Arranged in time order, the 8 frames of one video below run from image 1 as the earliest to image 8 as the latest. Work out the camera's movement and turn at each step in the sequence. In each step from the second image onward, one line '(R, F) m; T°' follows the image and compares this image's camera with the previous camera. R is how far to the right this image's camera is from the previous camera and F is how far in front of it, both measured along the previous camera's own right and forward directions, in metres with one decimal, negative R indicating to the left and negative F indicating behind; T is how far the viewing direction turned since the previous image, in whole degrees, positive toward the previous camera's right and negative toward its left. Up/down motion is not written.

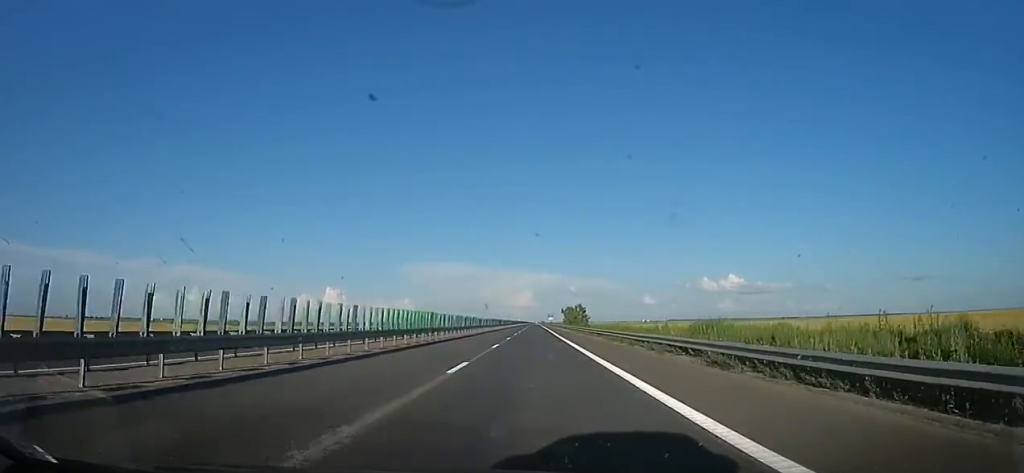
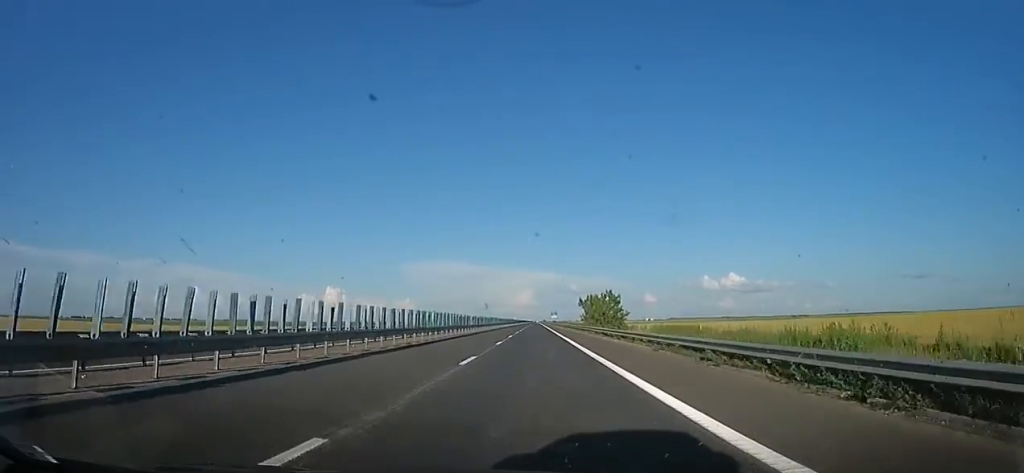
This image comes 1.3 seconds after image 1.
(-1.5, +45.9) m; -2°
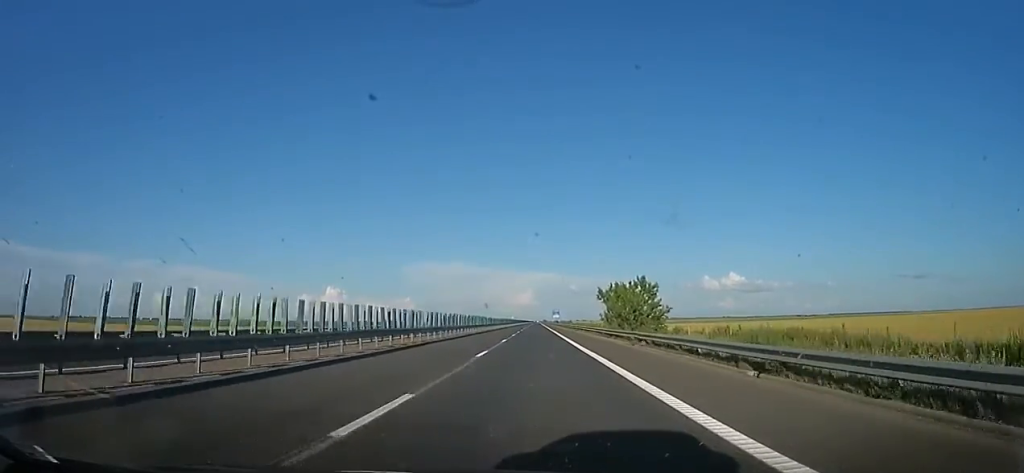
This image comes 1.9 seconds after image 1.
(0.0, +21.2) m; +1°
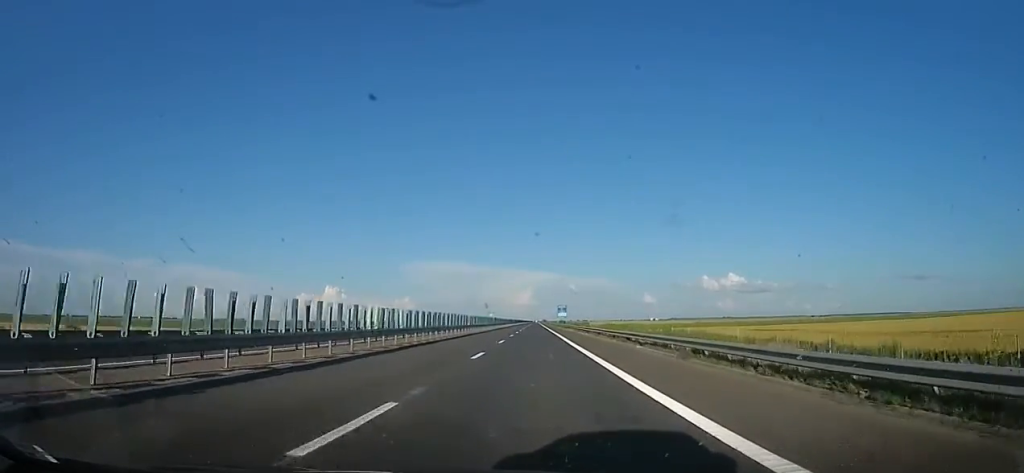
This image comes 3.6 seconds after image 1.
(+1.8, +60.8) m; -1°
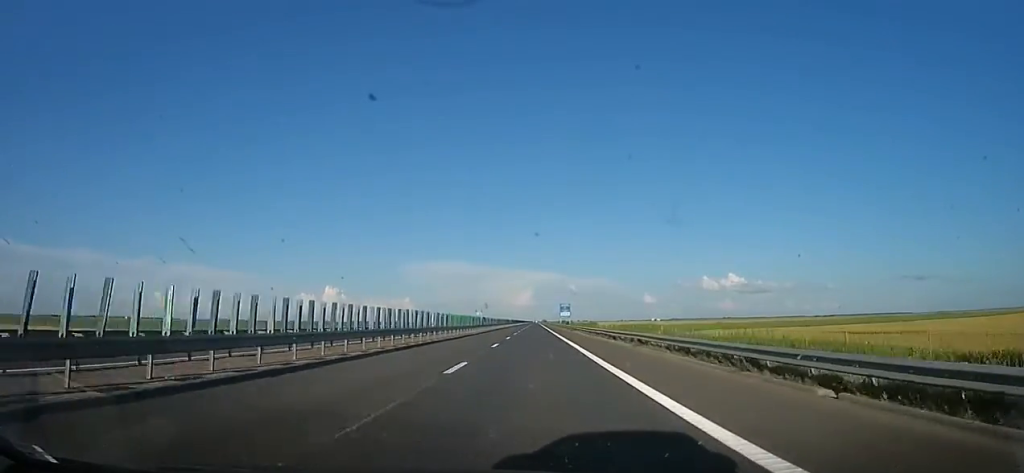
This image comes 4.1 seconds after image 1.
(-0.7, +16.5) m; 0°
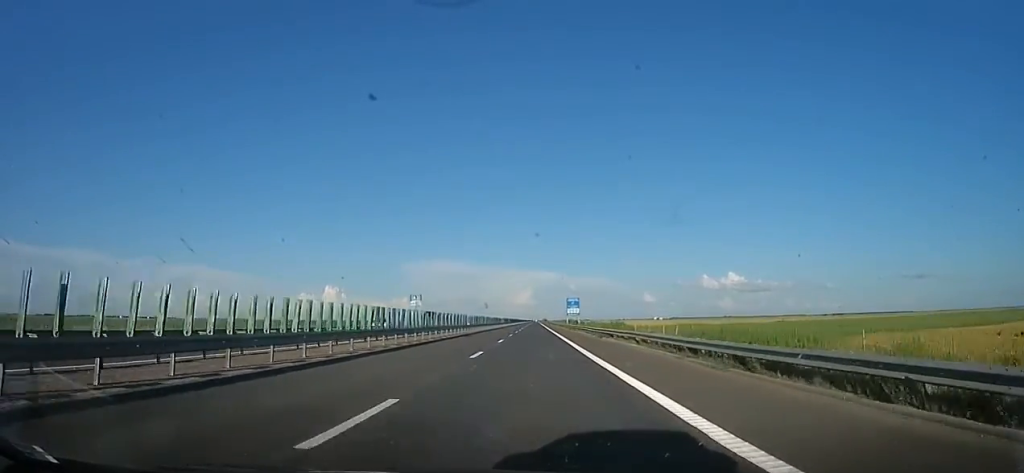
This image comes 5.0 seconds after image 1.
(-0.2, +31.1) m; +1°
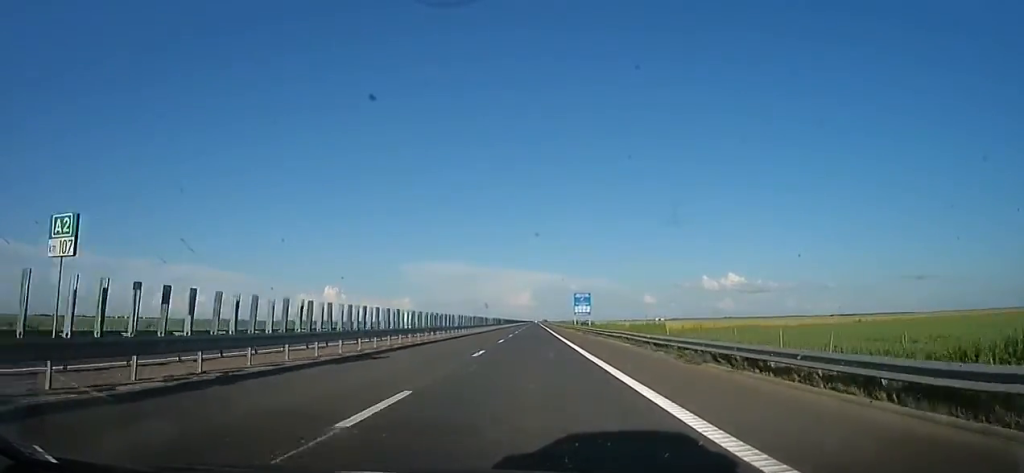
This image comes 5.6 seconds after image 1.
(+0.7, +22.8) m; +2°
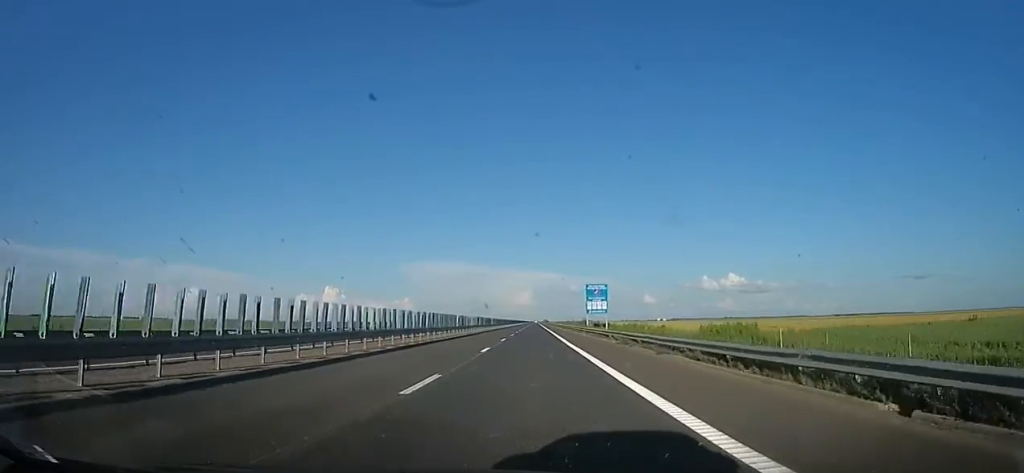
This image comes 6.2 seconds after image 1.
(-0.1, +21.2) m; 0°
